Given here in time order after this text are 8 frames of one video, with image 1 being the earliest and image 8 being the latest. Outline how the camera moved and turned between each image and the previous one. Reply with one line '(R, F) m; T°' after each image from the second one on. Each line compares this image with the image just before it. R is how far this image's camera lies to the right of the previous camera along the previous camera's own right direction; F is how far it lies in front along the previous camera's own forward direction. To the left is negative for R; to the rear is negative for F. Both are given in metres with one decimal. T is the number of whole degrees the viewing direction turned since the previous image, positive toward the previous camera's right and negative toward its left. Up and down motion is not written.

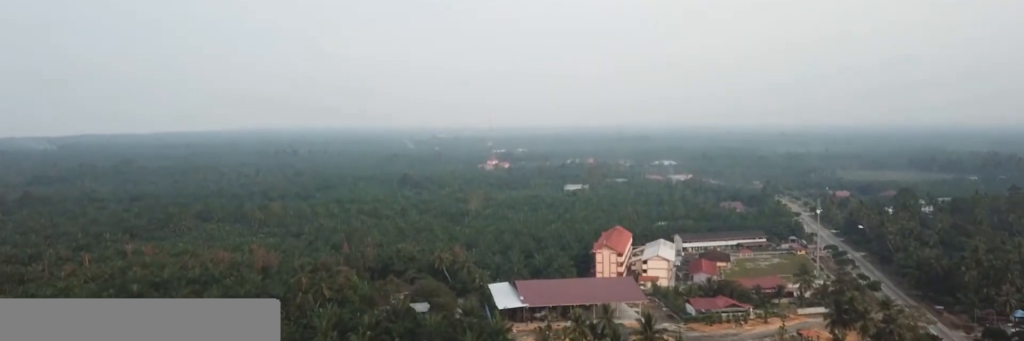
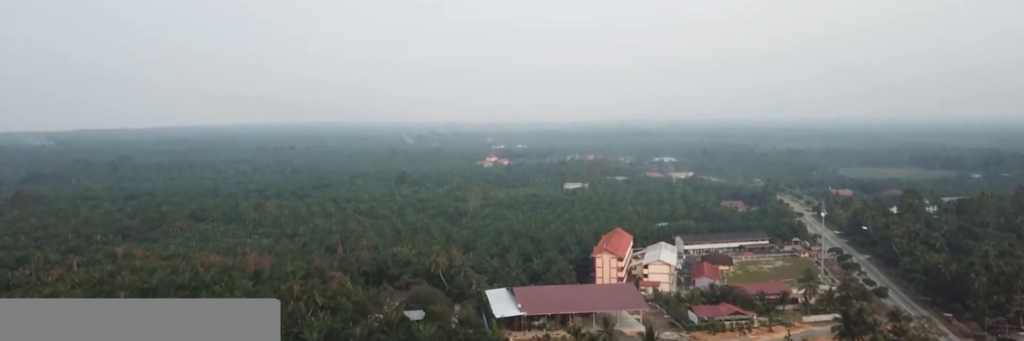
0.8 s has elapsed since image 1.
(0.0, +7.1) m; 0°
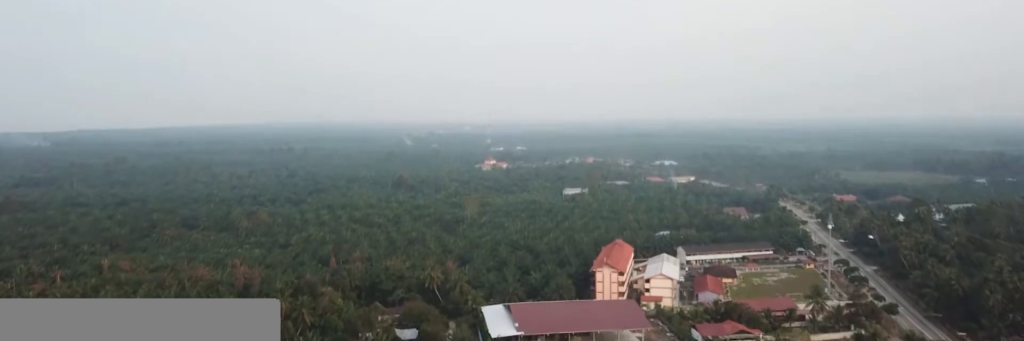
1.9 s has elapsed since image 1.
(0.0, +9.5) m; 0°
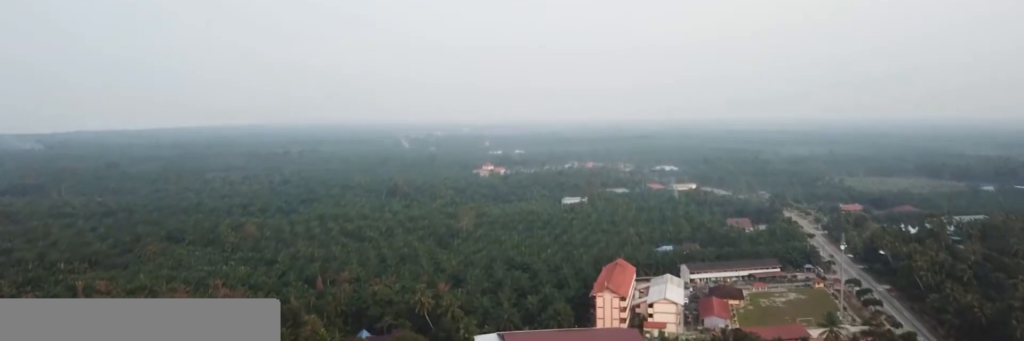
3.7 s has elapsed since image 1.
(0.0, +16.1) m; 0°
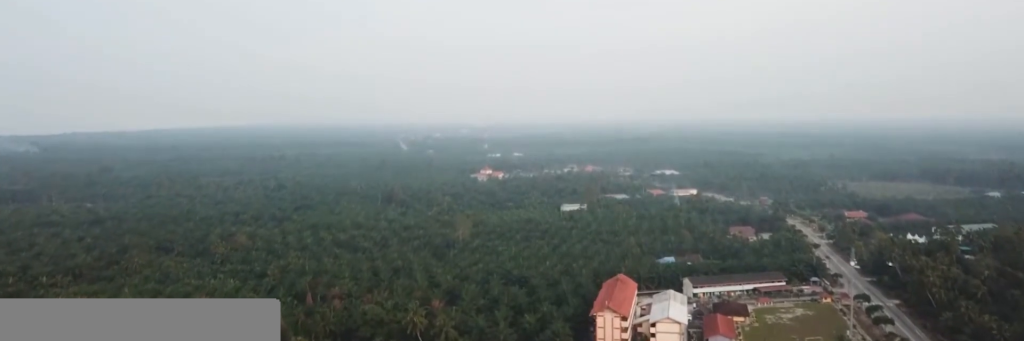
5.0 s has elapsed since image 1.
(0.0, +11.7) m; 0°
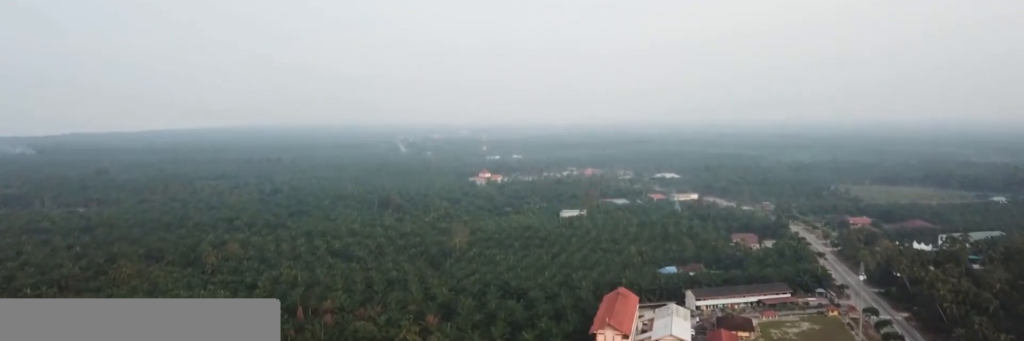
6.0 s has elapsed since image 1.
(0.0, +9.7) m; +1°
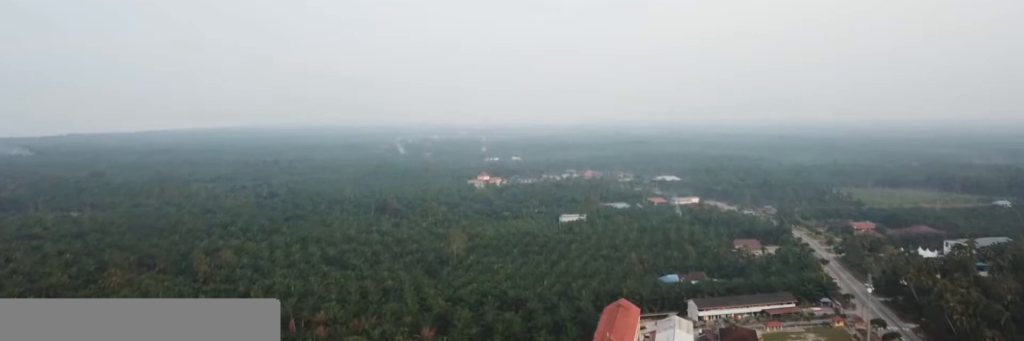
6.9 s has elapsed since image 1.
(0.0, +7.9) m; +1°
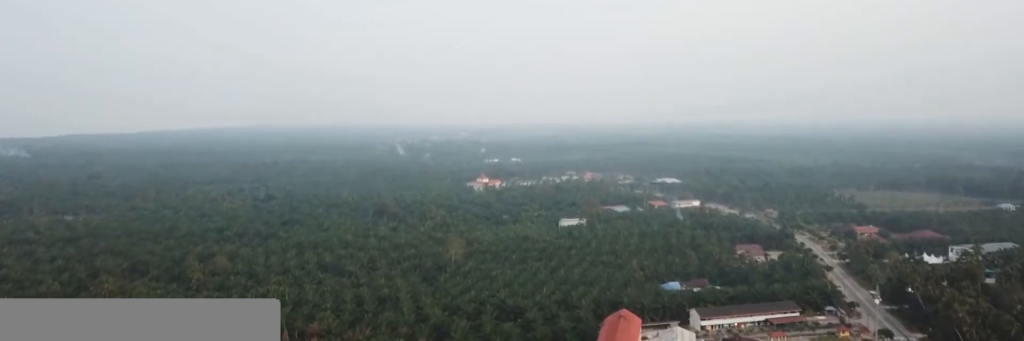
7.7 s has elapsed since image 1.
(+0.3, +7.0) m; 0°
